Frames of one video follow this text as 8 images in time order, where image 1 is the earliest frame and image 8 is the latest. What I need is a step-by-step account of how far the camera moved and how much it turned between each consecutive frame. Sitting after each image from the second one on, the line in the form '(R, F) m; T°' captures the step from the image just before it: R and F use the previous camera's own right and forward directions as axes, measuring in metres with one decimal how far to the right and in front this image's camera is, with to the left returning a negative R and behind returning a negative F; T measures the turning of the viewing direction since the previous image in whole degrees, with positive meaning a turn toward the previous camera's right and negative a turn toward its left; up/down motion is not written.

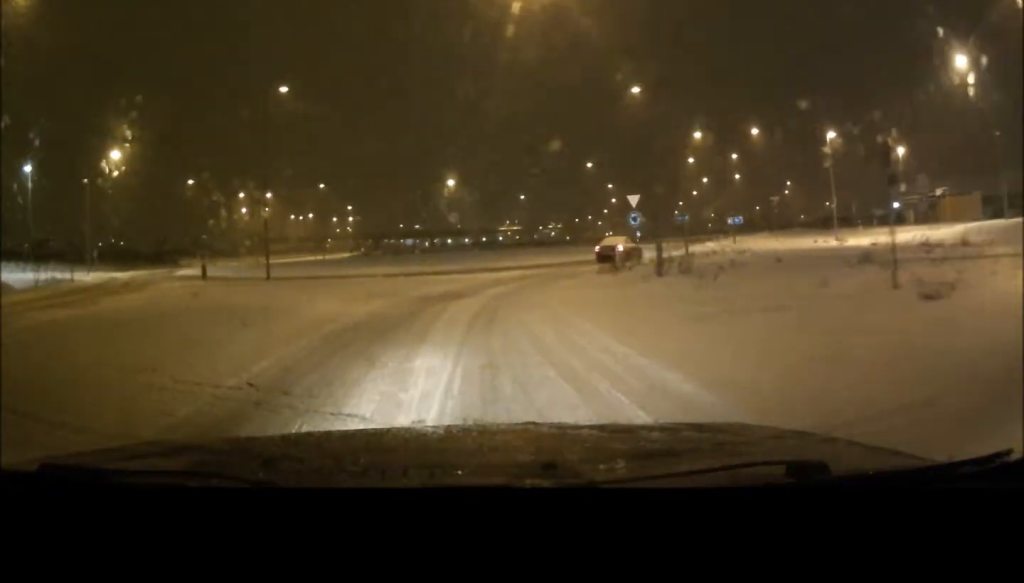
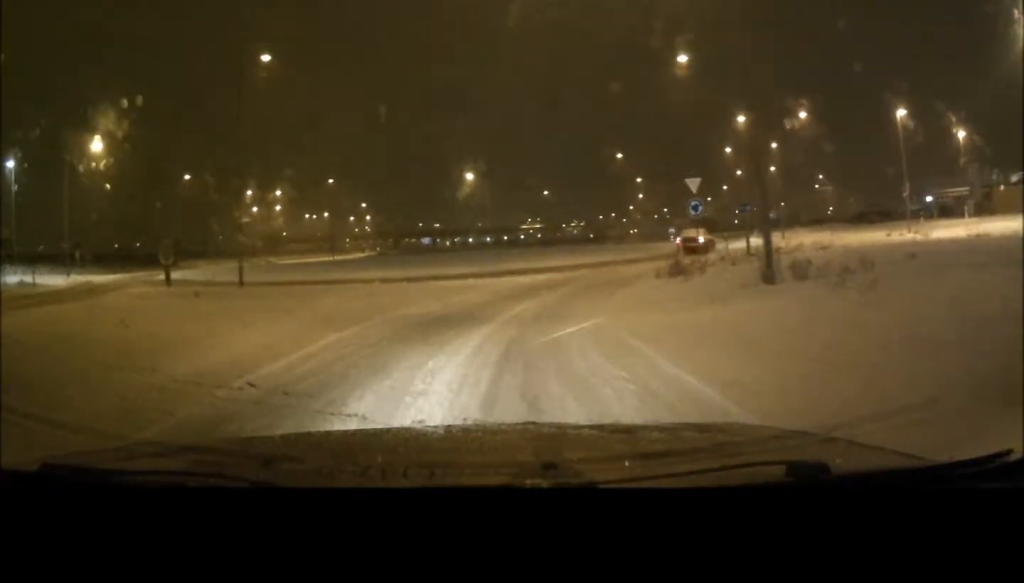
(+0.4, +5.5) m; +3°
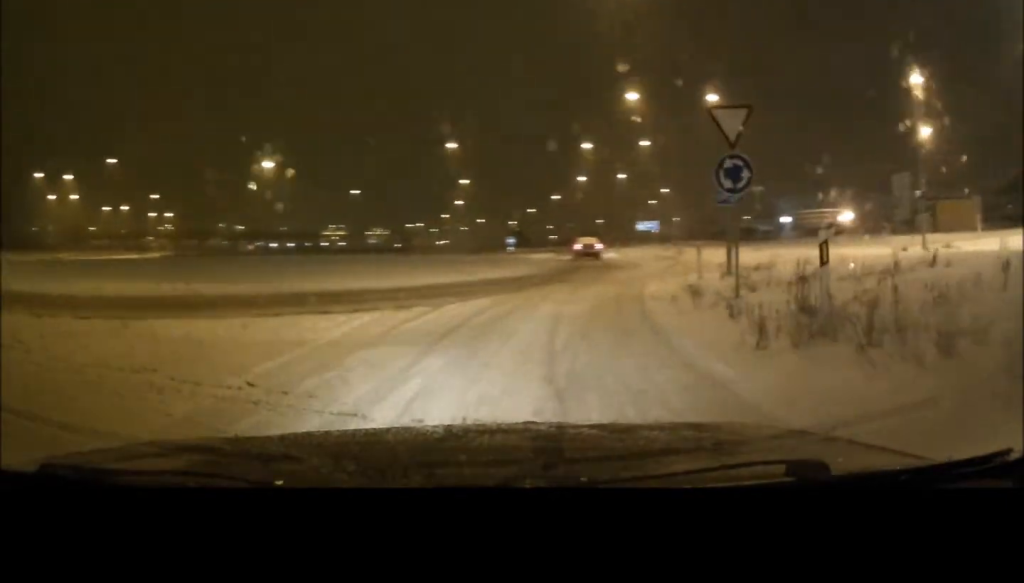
(+1.1, +13.5) m; +13°
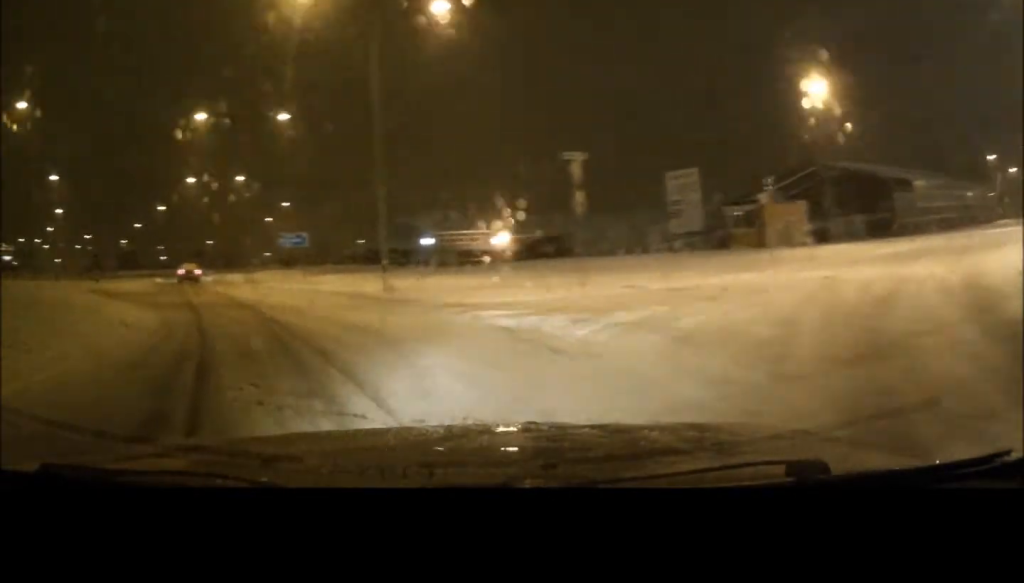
(+2.4, +18.3) m; +2°
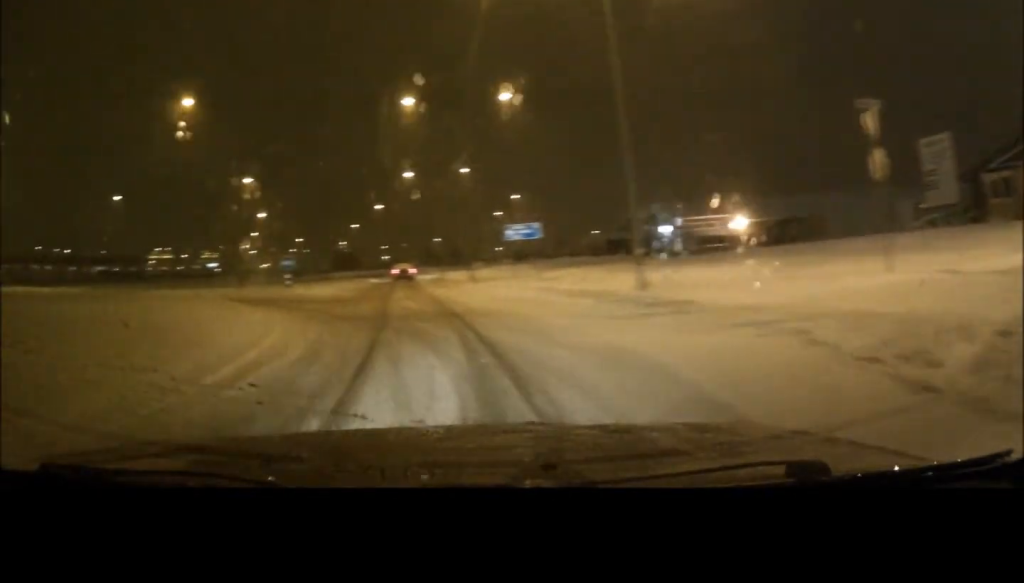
(+0.1, +3.7) m; -5°
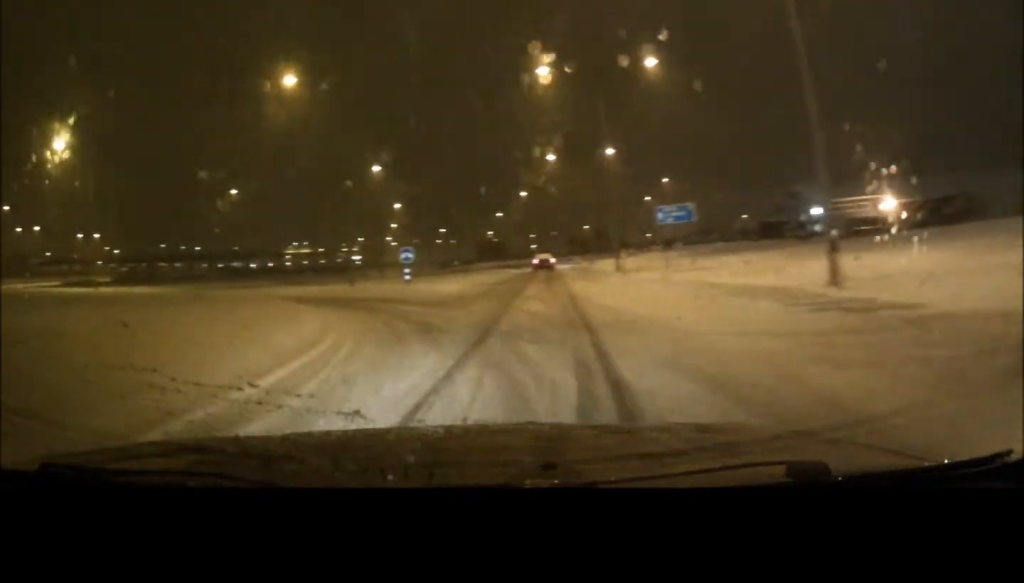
(-0.3, +3.5) m; -7°
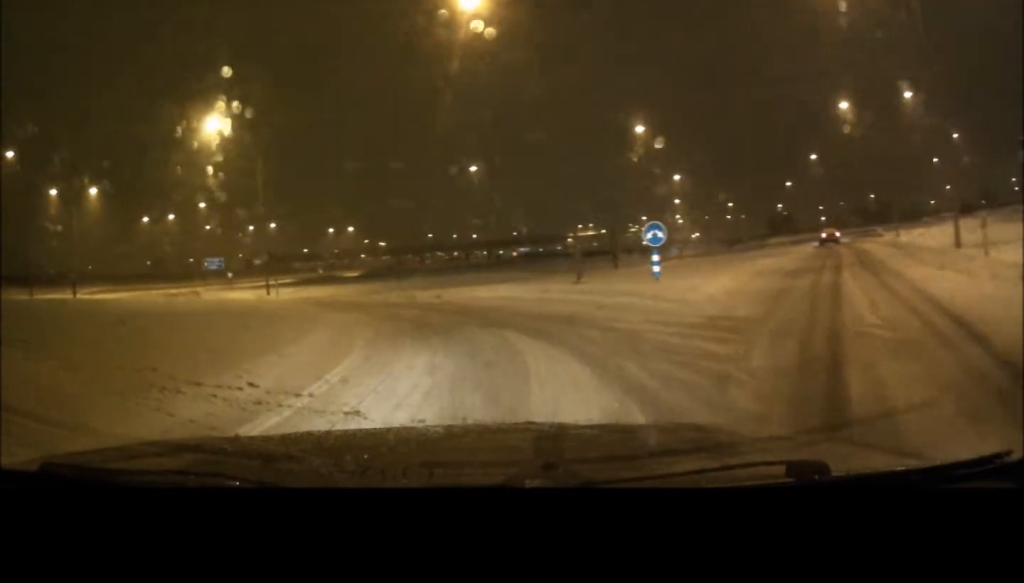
(-1.8, +9.0) m; -25°
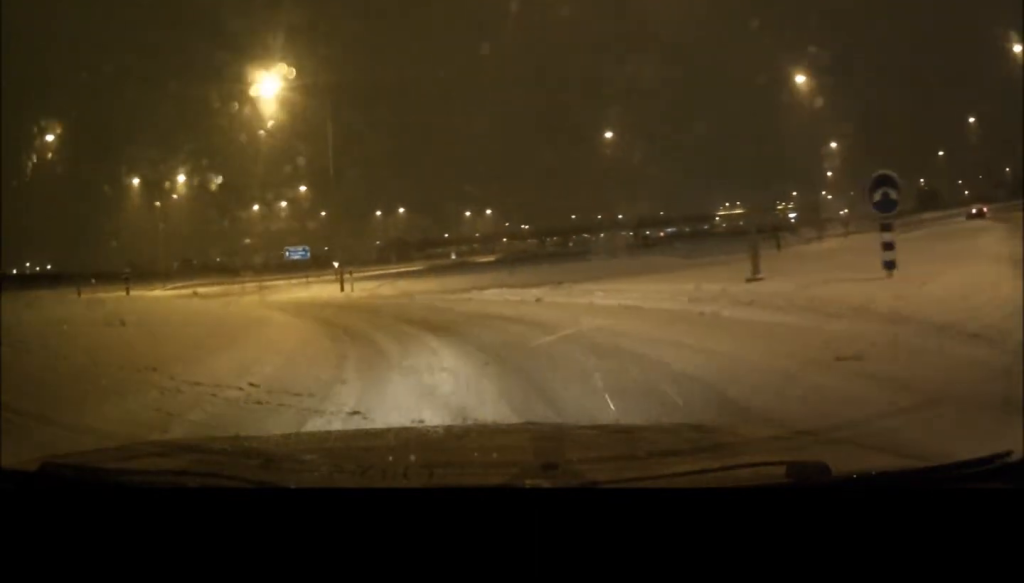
(-1.3, +7.2) m; -19°
